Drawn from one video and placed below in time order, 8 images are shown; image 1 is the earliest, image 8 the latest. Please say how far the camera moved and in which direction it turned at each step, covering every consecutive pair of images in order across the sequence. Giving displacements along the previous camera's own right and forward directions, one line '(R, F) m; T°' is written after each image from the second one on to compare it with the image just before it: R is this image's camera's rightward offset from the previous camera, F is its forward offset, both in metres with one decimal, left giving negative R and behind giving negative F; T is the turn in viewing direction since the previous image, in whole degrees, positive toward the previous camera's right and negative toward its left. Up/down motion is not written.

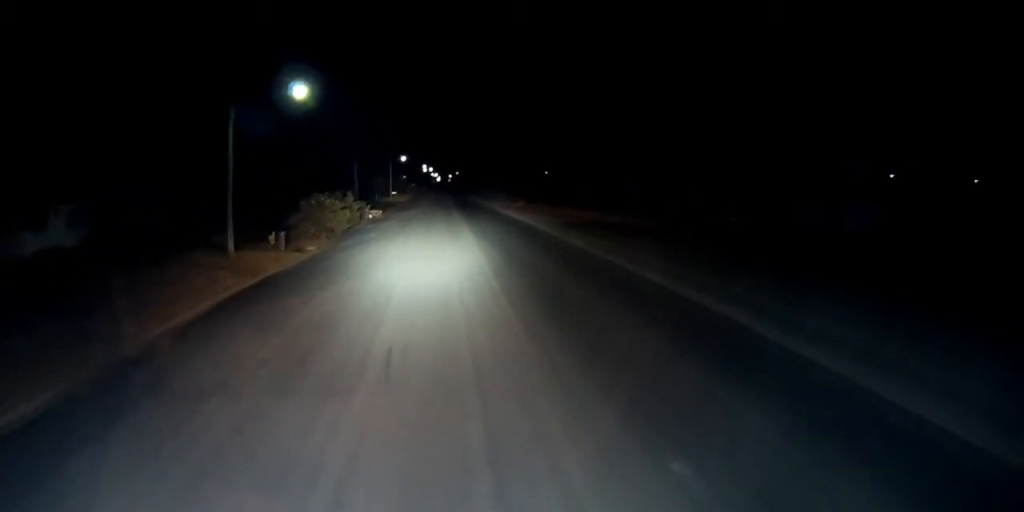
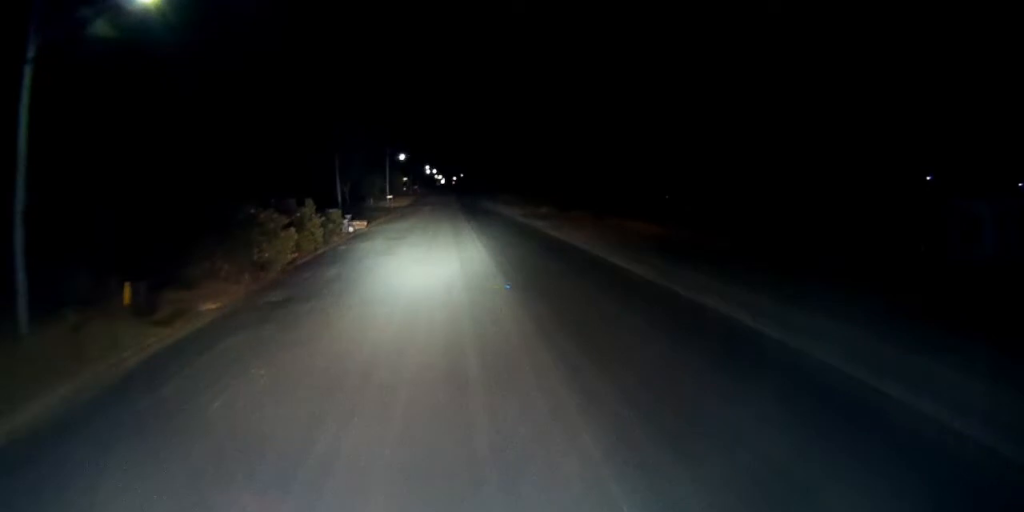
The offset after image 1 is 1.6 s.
(-0.2, +19.6) m; 0°
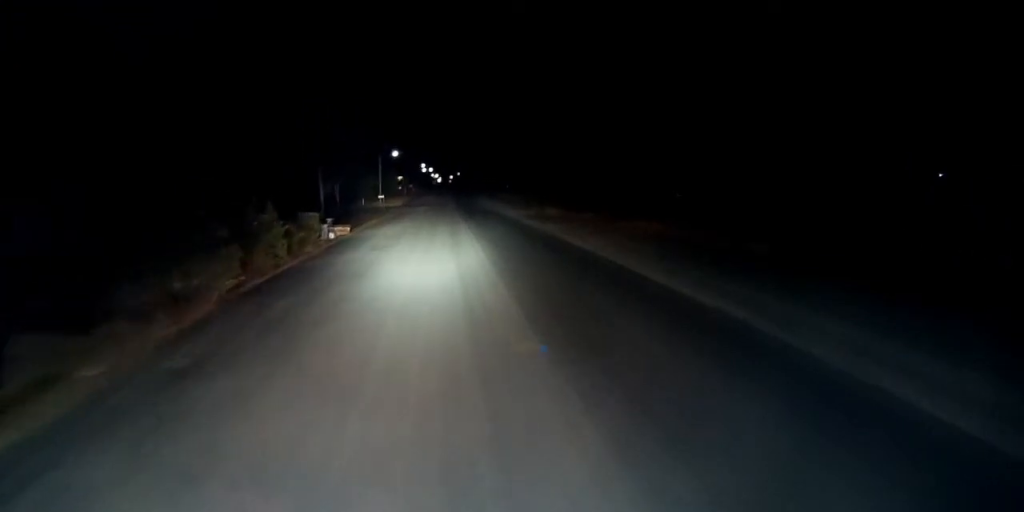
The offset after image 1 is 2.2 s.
(0.0, +8.3) m; +1°
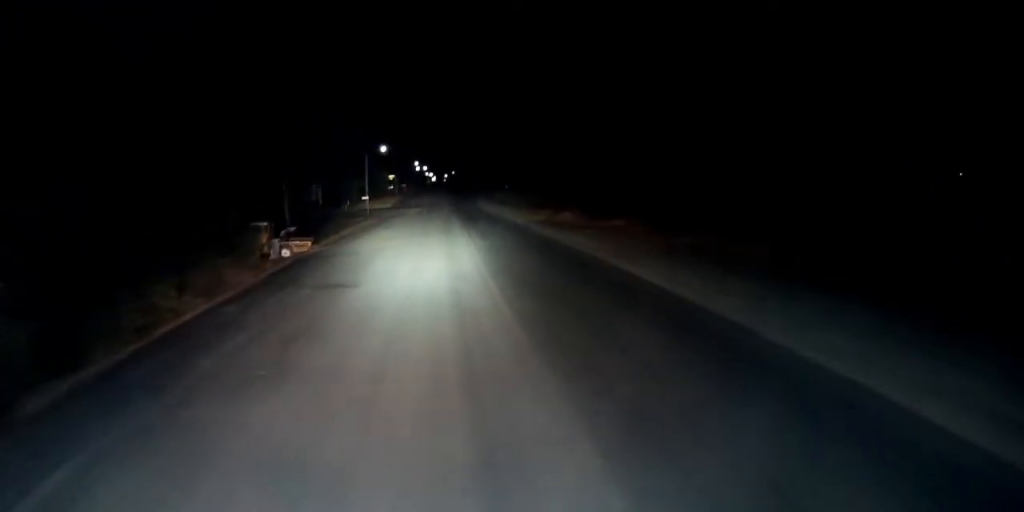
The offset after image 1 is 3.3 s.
(+0.1, +13.0) m; -1°
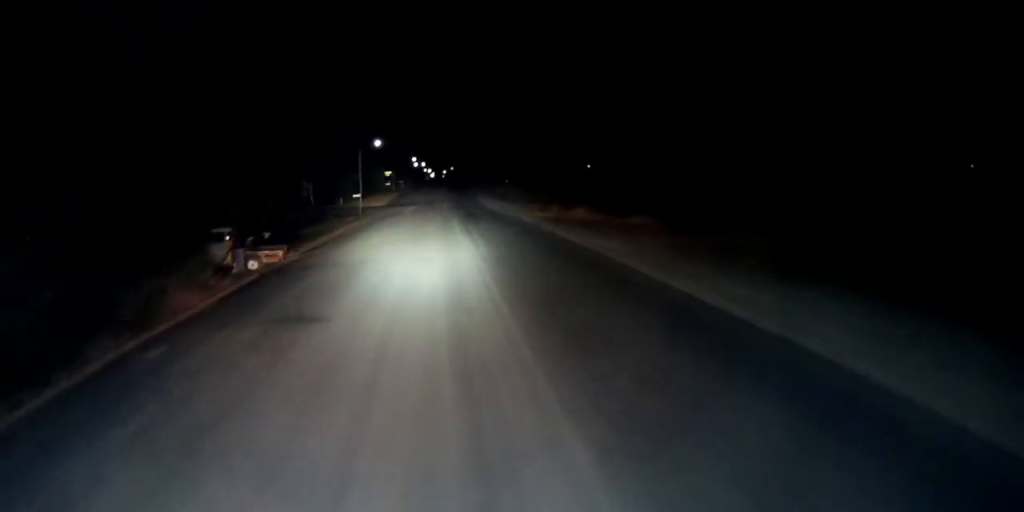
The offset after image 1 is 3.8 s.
(-0.1, +6.3) m; 0°
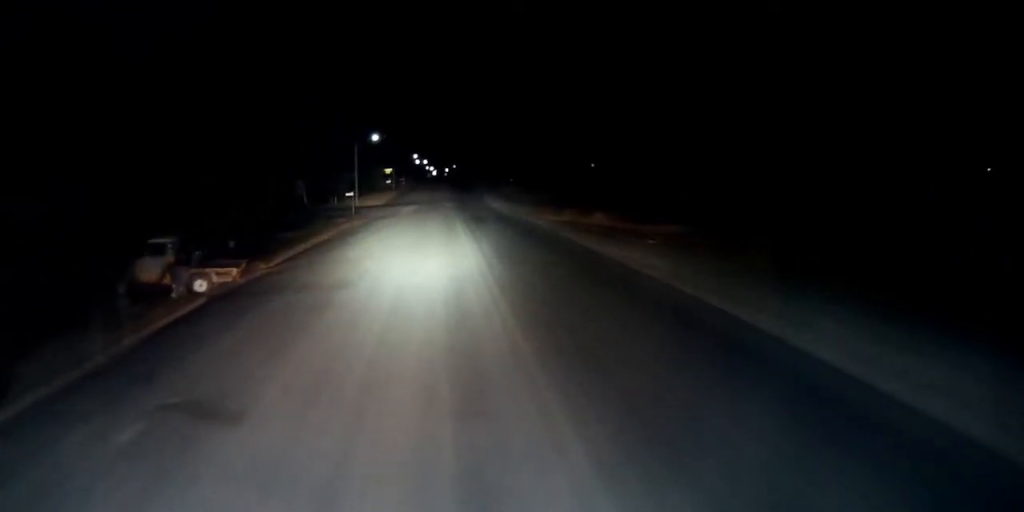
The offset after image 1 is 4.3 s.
(-0.1, +7.1) m; 0°
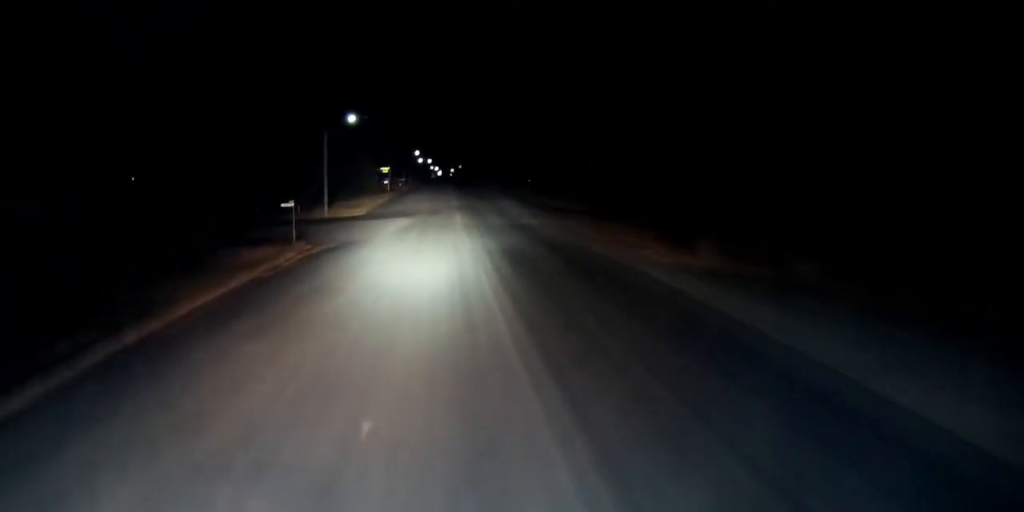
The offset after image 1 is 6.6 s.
(+0.3, +28.2) m; 0°
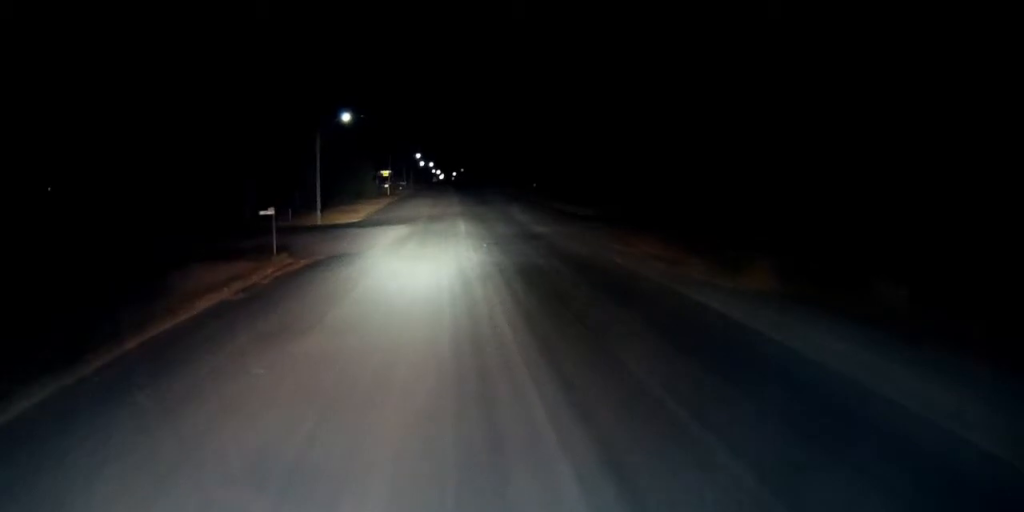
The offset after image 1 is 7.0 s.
(-0.1, +5.0) m; 0°
